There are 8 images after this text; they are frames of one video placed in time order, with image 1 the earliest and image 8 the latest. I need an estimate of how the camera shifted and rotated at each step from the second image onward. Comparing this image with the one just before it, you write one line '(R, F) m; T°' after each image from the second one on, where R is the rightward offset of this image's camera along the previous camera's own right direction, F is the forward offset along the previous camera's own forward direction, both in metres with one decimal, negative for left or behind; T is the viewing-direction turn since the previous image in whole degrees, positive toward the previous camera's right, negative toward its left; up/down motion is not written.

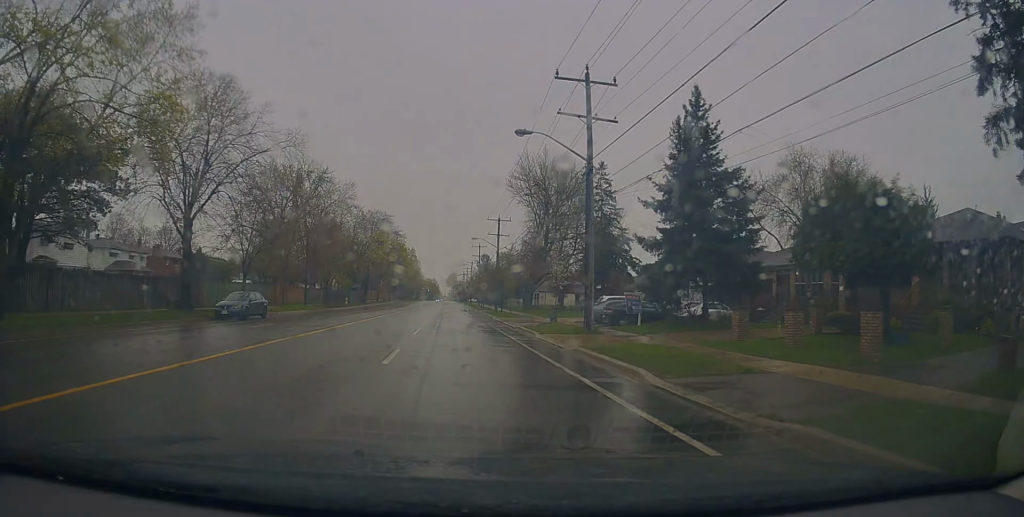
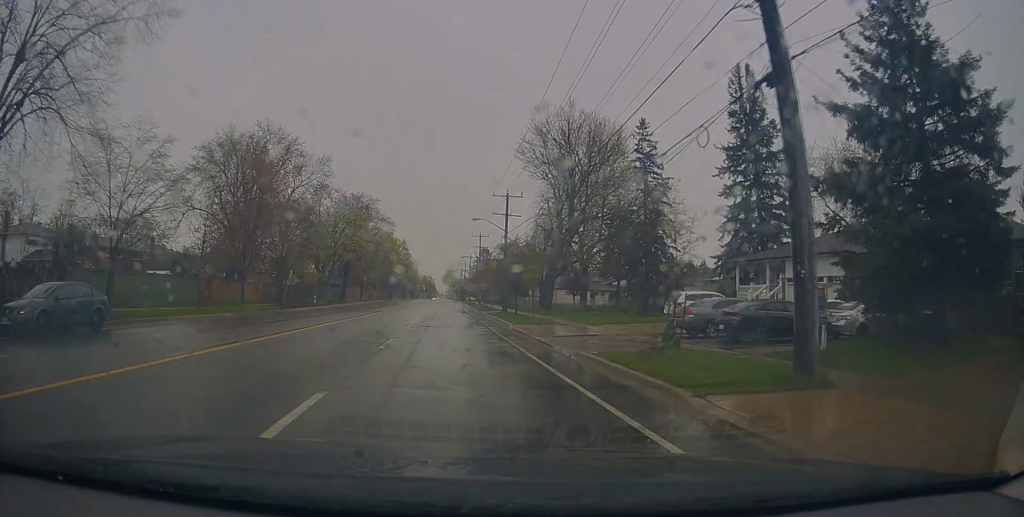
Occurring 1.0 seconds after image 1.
(+0.3, +15.7) m; +1°
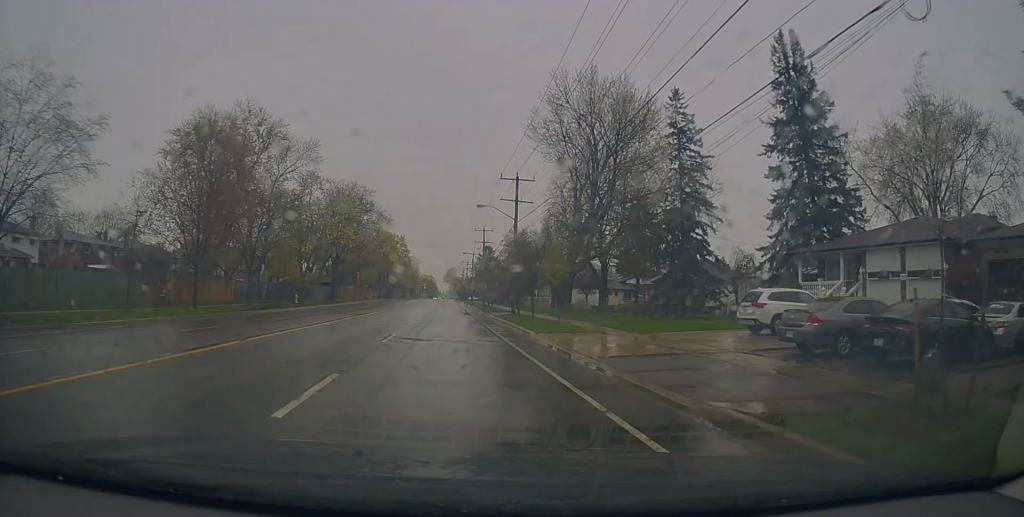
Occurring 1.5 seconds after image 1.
(+0.1, +7.7) m; -1°
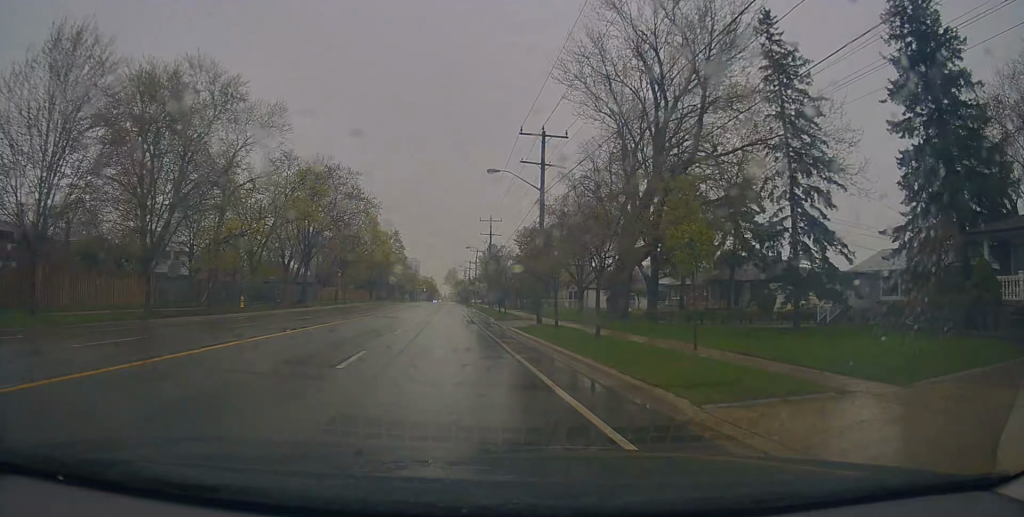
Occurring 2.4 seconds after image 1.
(-0.3, +14.2) m; -1°
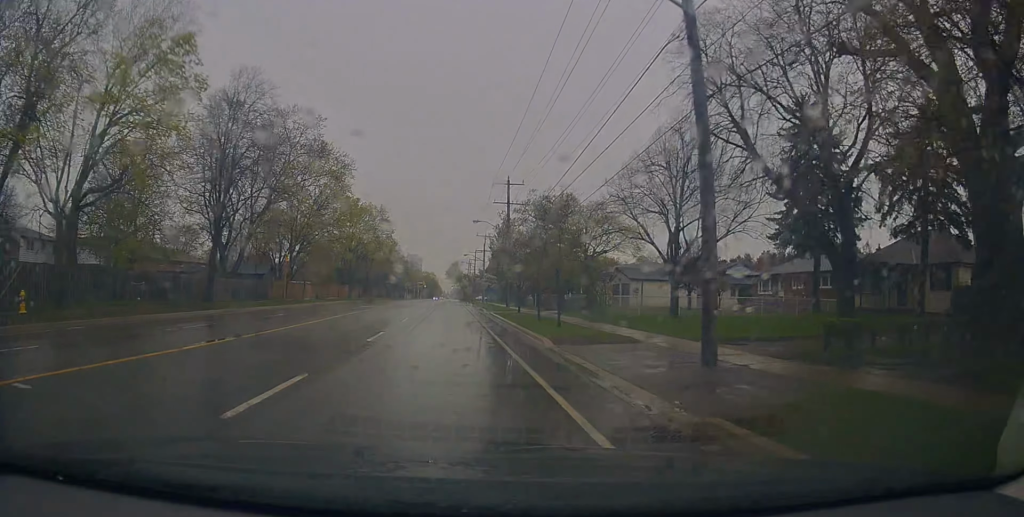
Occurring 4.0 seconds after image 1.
(+0.2, +22.7) m; 0°
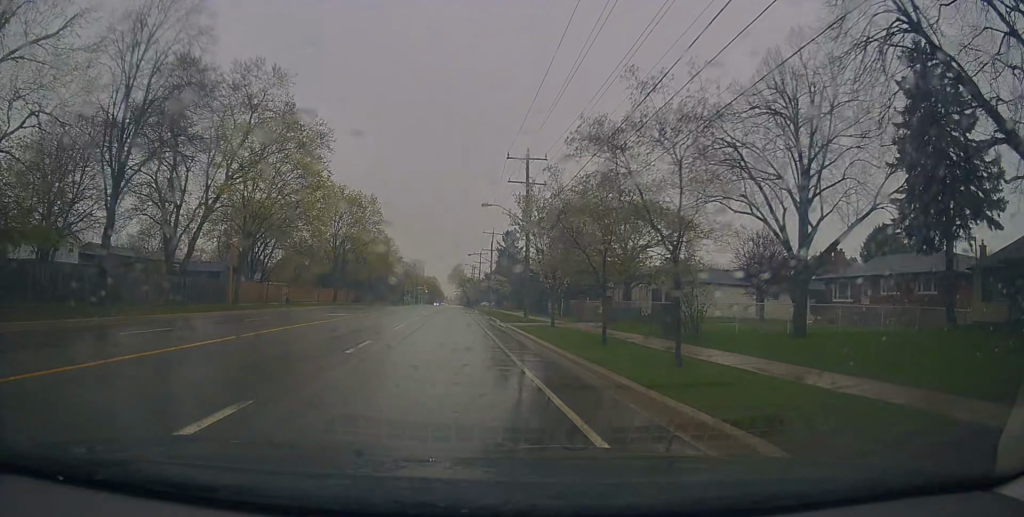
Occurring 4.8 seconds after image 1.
(-0.1, +12.0) m; -2°
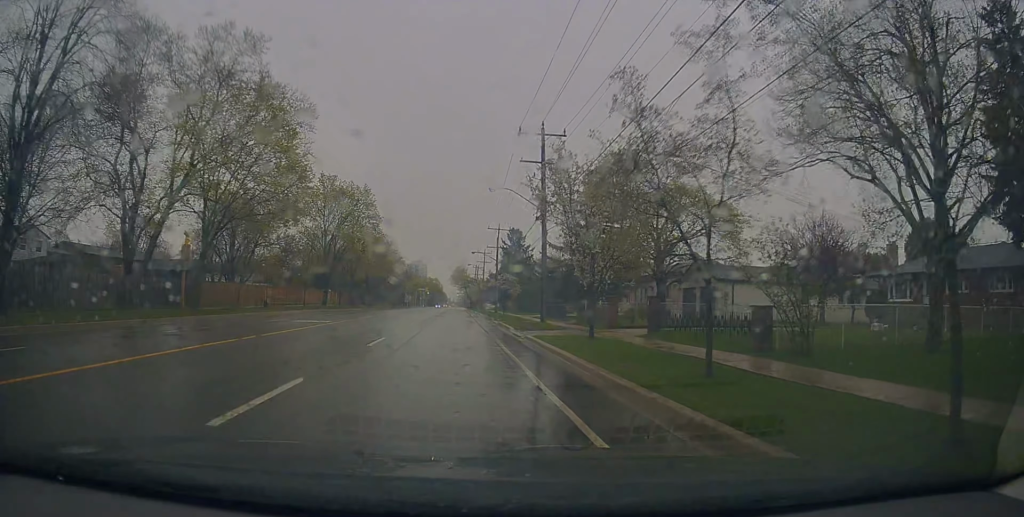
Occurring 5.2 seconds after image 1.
(-0.2, +6.3) m; +1°
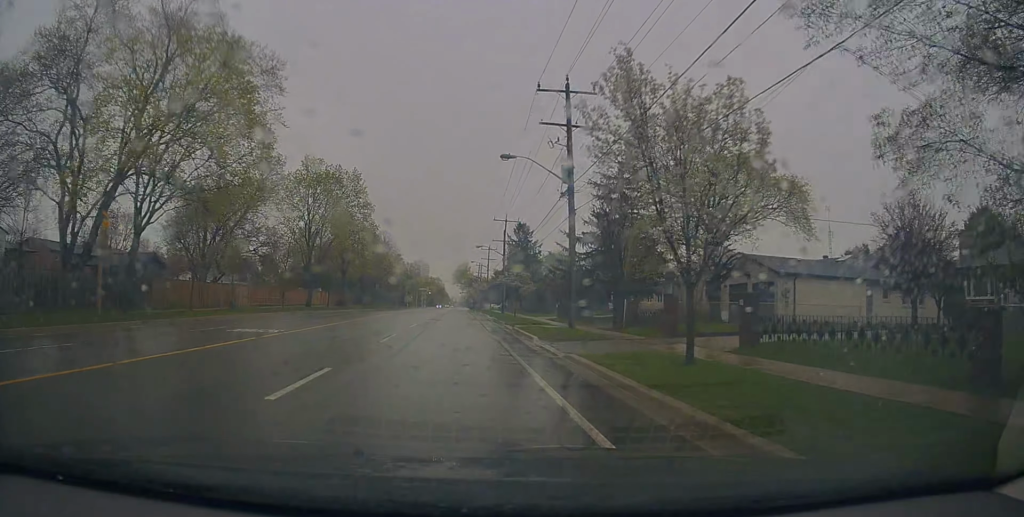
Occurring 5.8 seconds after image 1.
(-0.3, +7.8) m; +1°
